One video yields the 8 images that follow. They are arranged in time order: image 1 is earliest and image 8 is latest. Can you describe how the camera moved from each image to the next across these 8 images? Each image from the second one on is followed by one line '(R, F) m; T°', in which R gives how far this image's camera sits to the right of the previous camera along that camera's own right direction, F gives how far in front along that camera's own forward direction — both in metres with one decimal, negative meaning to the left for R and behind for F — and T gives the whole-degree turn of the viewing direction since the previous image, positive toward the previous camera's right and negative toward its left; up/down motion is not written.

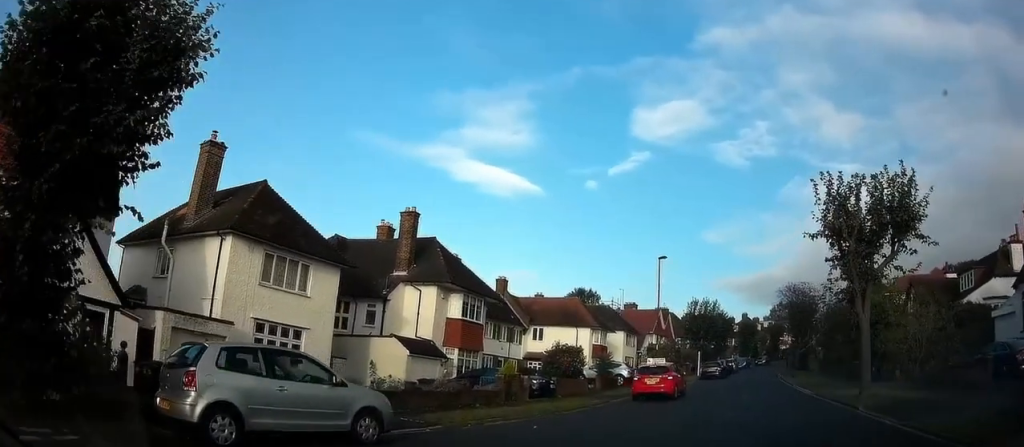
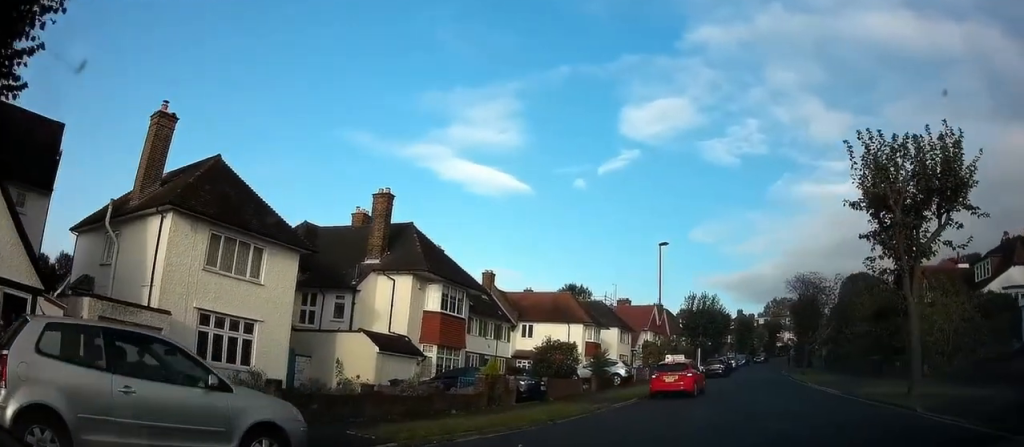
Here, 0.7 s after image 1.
(-0.1, +3.1) m; +5°
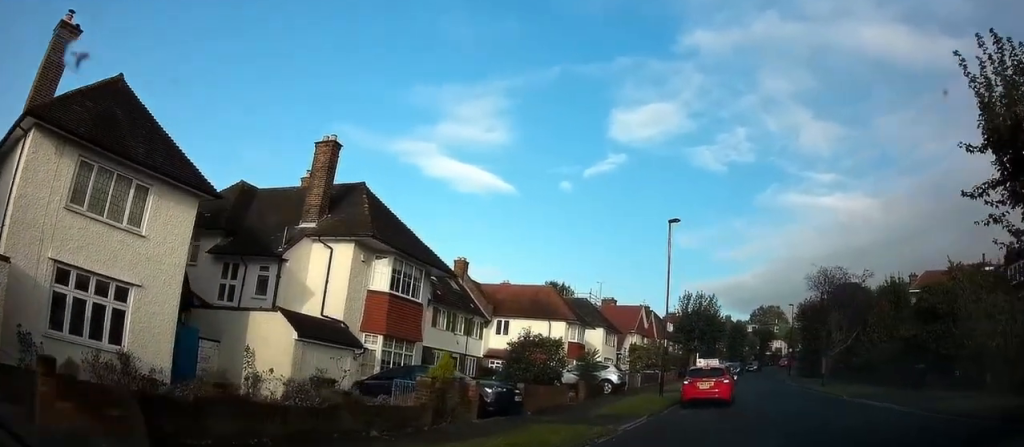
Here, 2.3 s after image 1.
(+0.5, +5.9) m; +1°
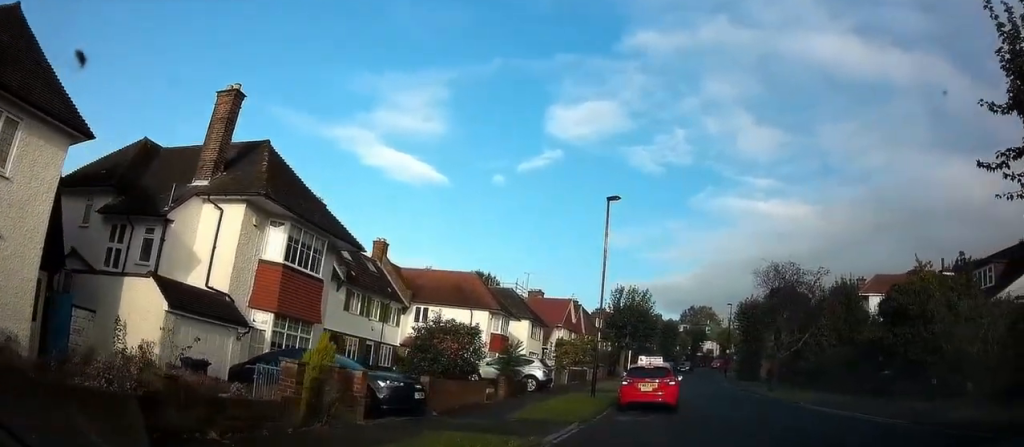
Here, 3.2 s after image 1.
(-0.1, +2.9) m; +5°
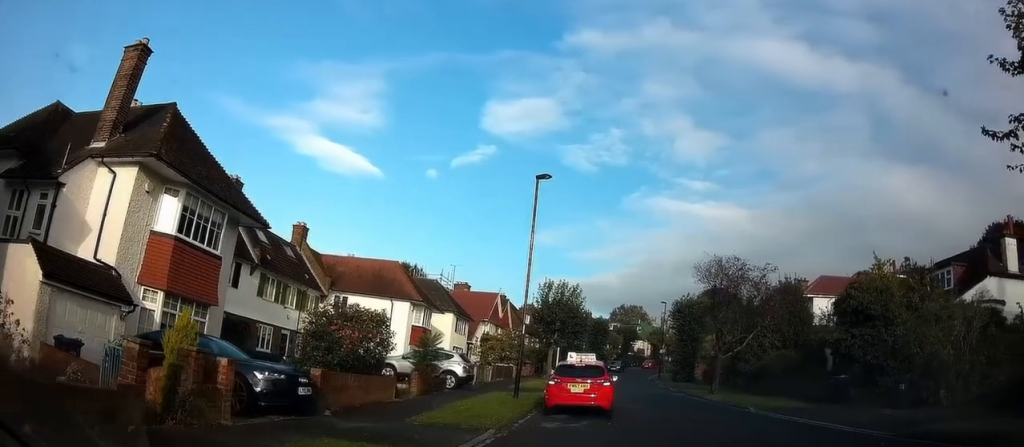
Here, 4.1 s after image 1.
(+0.2, +2.1) m; +10°
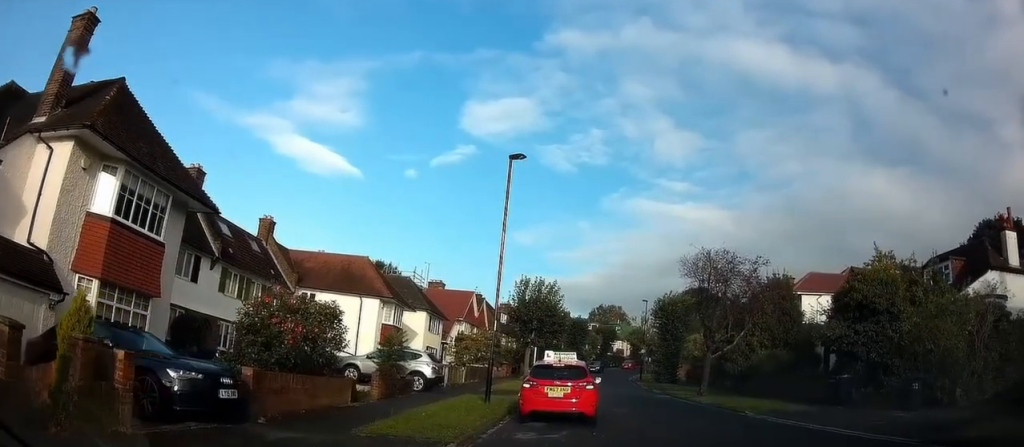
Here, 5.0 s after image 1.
(+0.3, +2.0) m; +7°
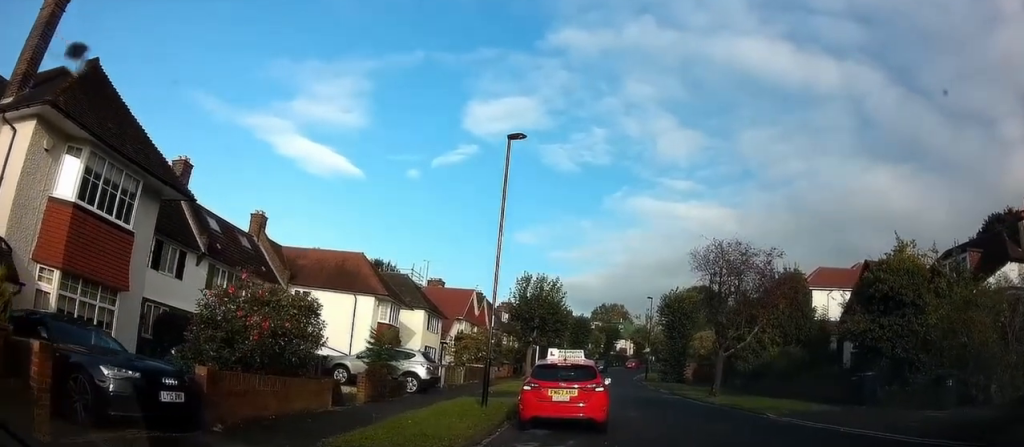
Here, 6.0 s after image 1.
(0.0, +1.7) m; -1°
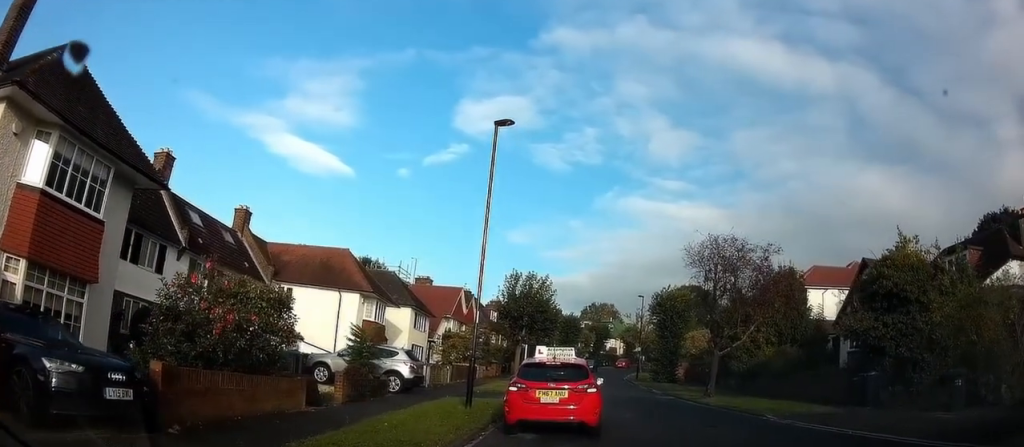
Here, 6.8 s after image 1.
(0.0, +0.9) m; 0°
